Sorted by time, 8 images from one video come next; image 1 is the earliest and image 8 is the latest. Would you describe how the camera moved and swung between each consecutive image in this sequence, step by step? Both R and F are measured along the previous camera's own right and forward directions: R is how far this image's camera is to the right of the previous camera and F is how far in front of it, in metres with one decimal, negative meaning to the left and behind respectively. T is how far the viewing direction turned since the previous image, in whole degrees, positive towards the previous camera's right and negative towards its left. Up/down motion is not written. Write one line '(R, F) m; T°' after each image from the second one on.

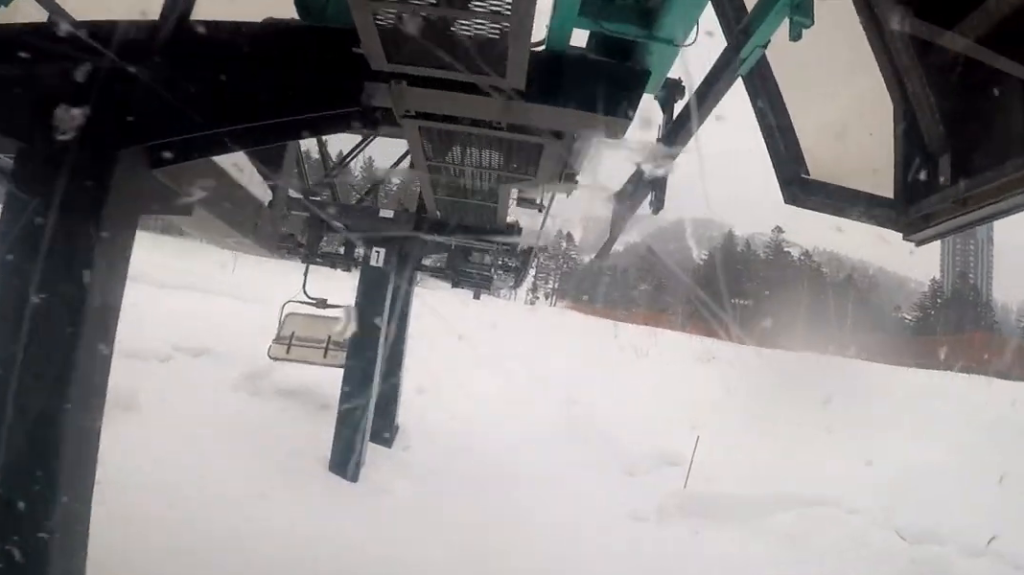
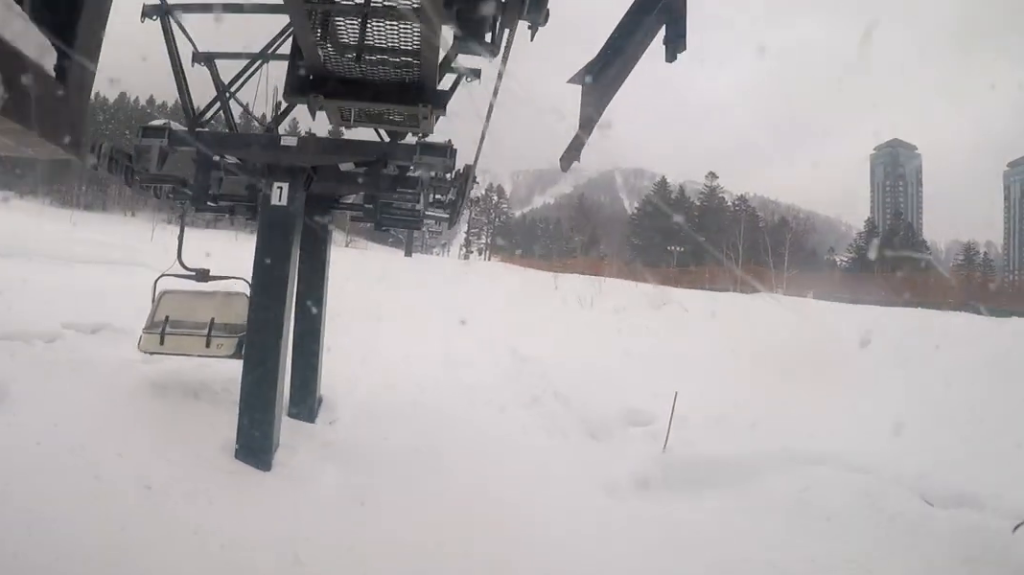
(0.0, +1.6) m; +7°
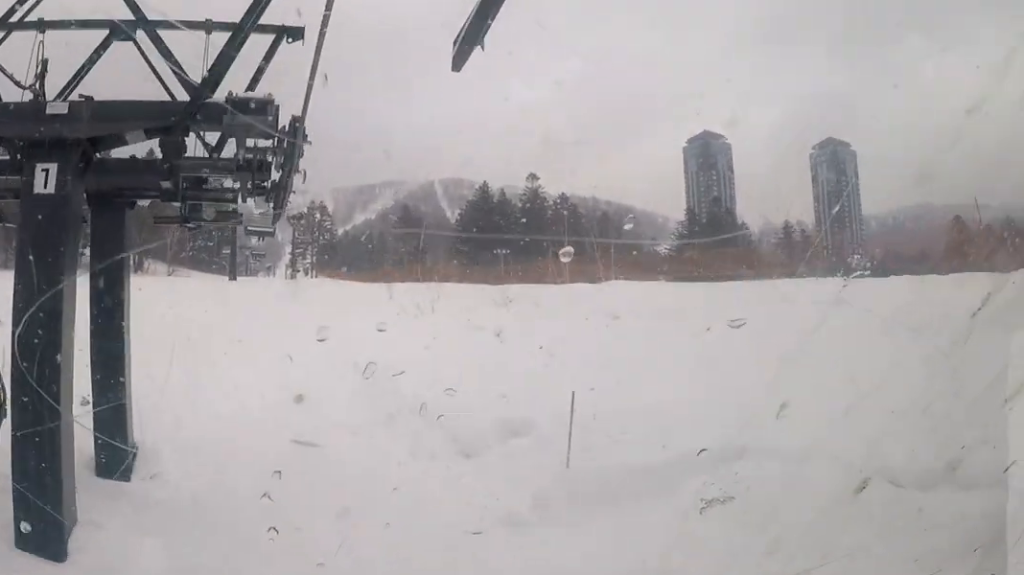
(0.0, +1.9) m; +4°
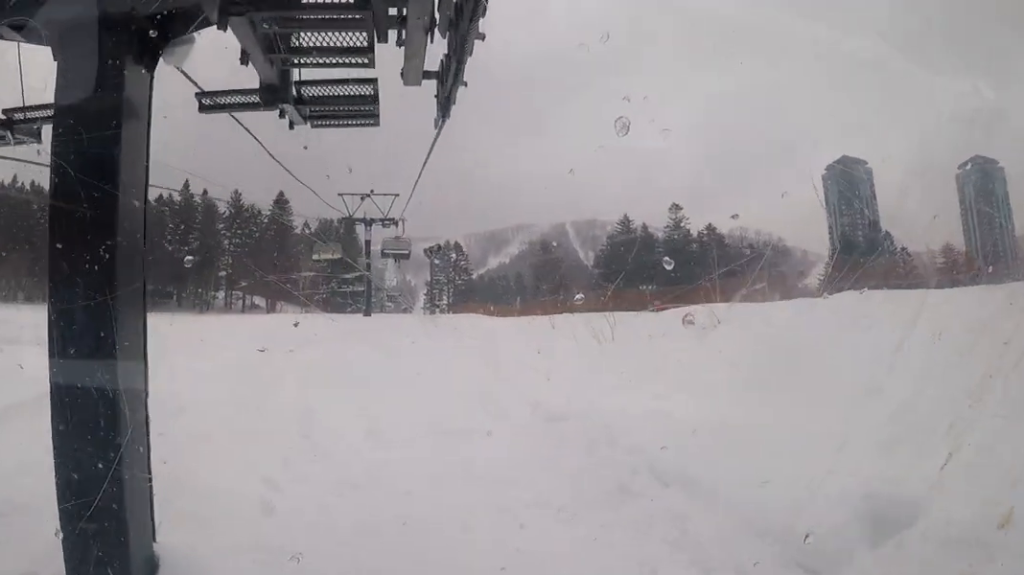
(-0.2, +6.2) m; -12°
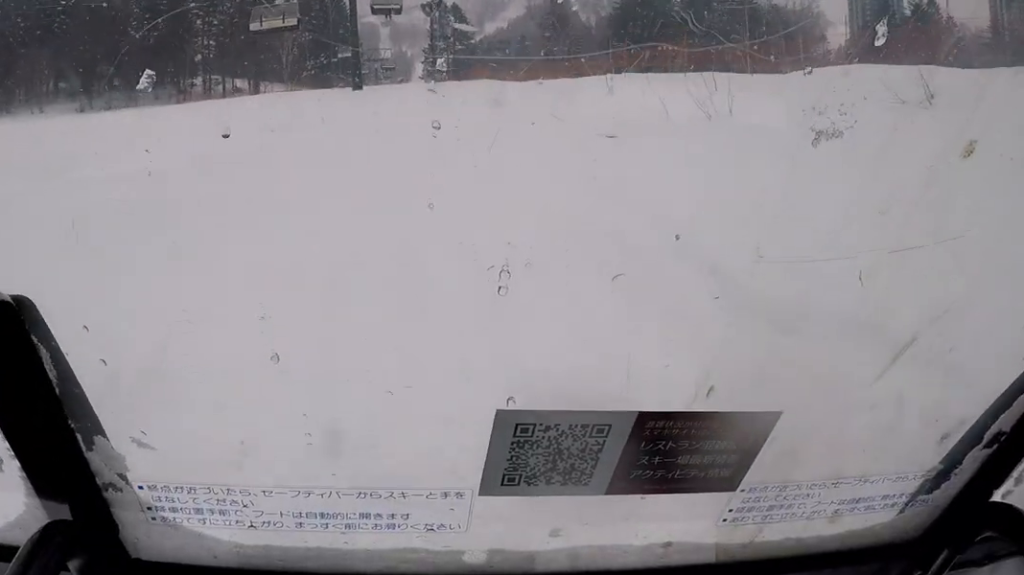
(-0.8, +9.5) m; -5°
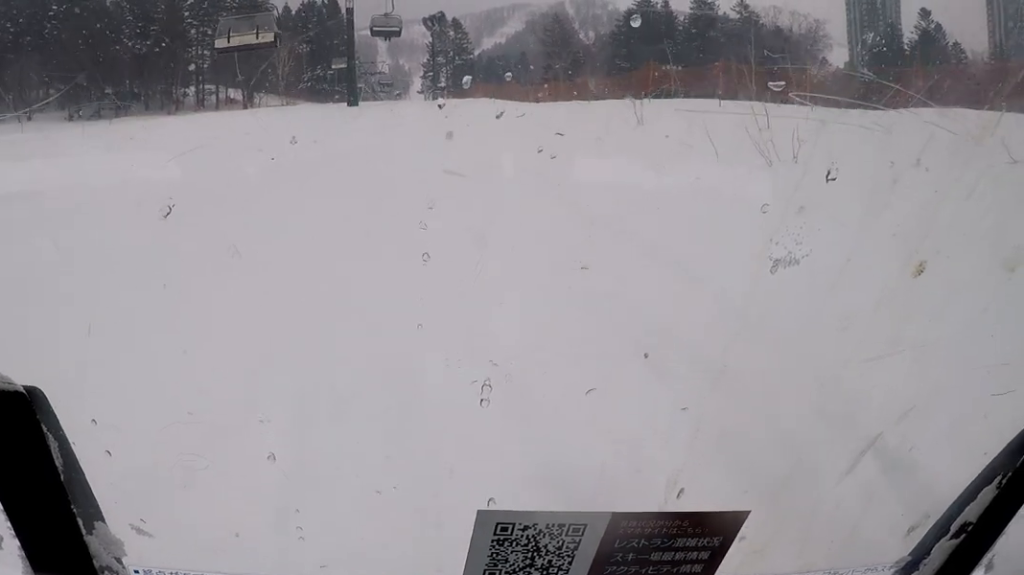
(0.0, +3.9) m; 0°
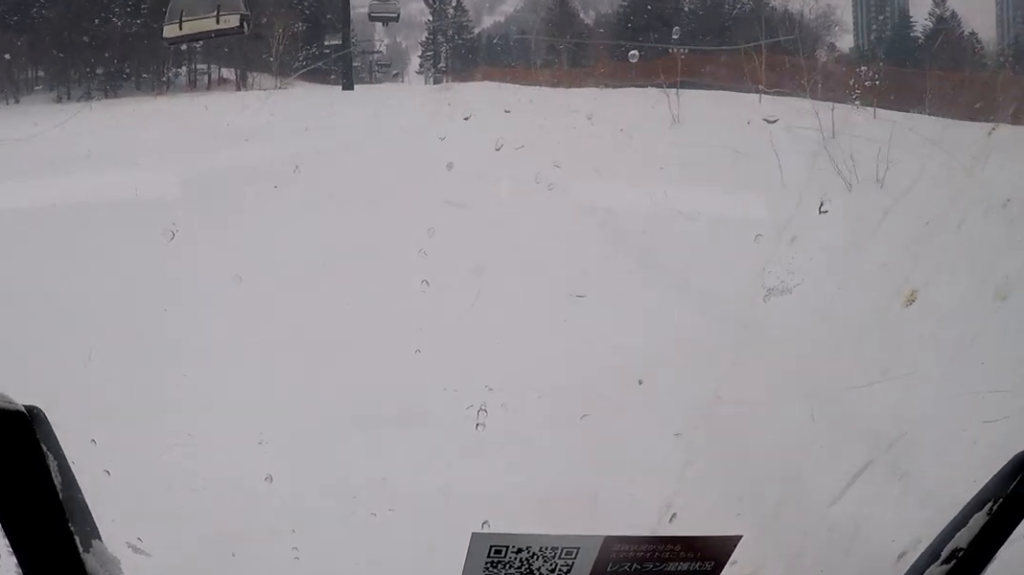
(0.0, +3.3) m; 0°
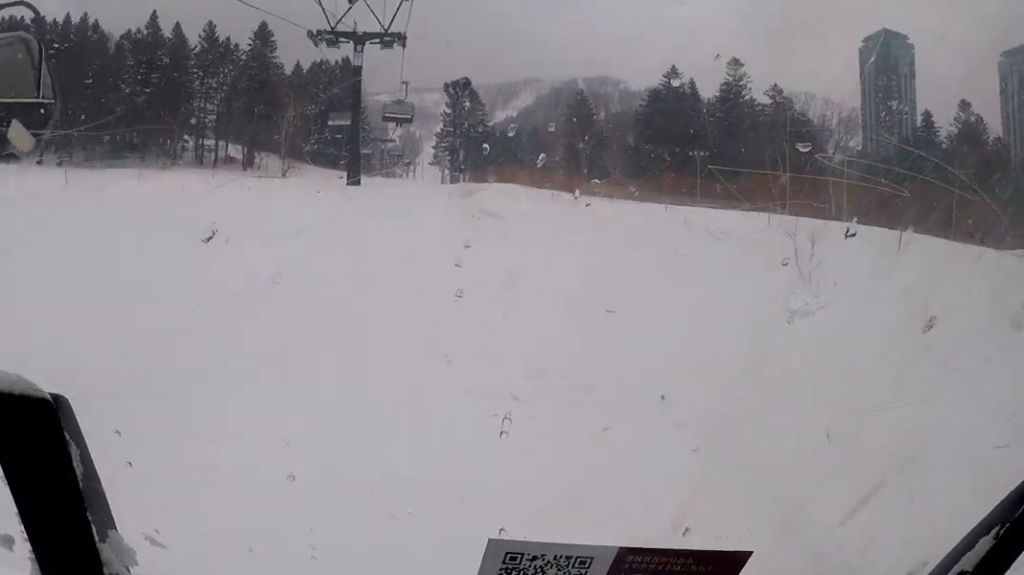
(0.0, +6.4) m; -5°
